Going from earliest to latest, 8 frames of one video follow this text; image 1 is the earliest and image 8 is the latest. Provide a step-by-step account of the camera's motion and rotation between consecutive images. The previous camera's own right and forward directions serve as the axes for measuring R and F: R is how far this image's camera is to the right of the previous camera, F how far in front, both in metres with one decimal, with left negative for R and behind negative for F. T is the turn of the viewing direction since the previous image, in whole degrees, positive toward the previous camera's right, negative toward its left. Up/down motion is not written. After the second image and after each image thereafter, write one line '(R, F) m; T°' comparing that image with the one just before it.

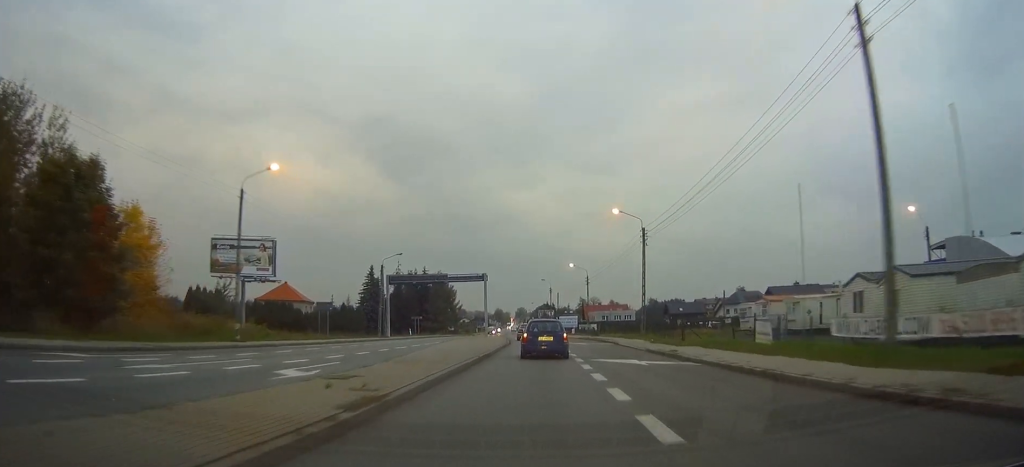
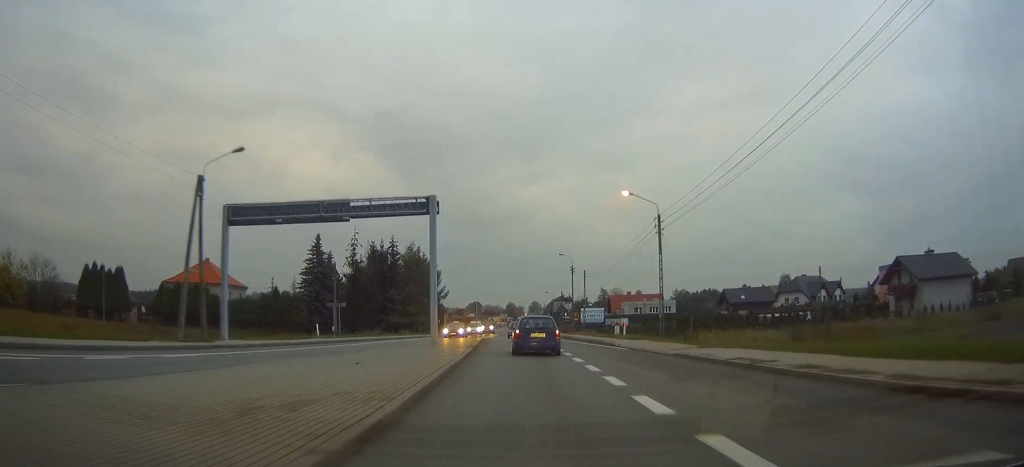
(-0.2, +42.0) m; -1°
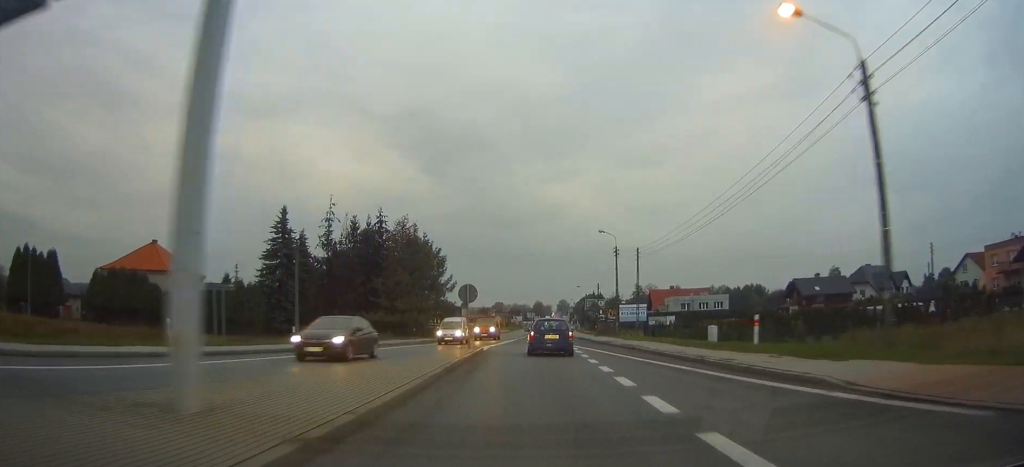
(-0.5, +24.5) m; -2°
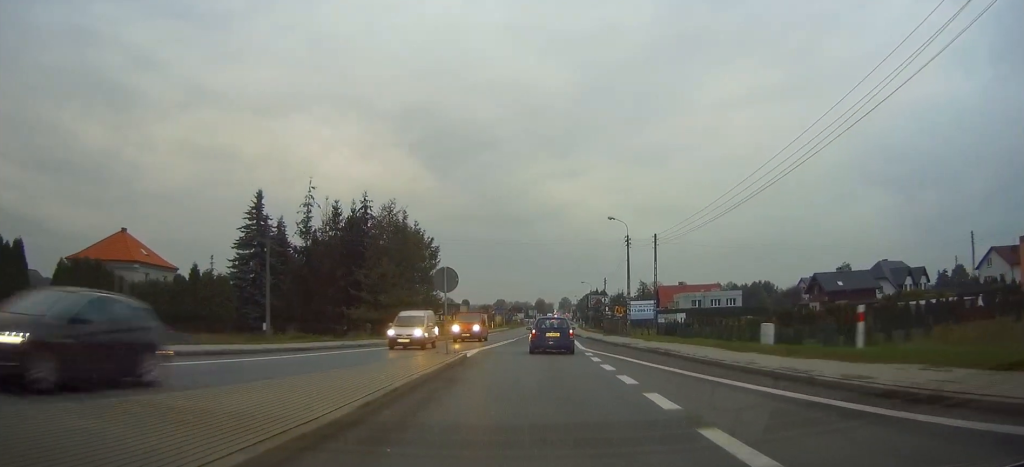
(-0.1, +7.9) m; 0°
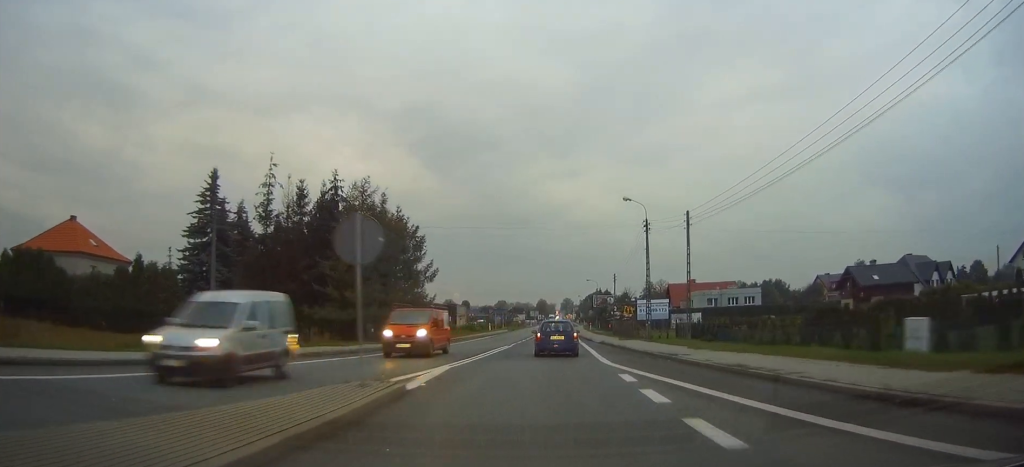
(0.0, +10.9) m; 0°
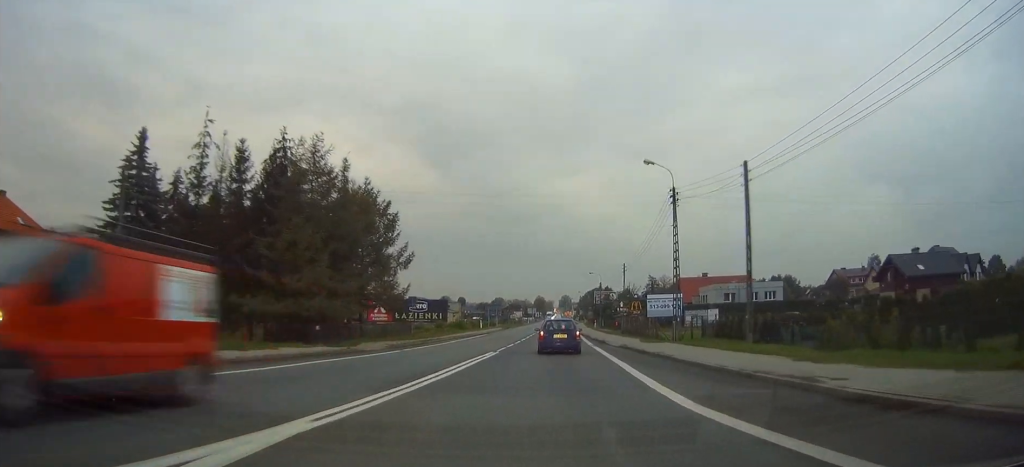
(0.0, +12.2) m; 0°
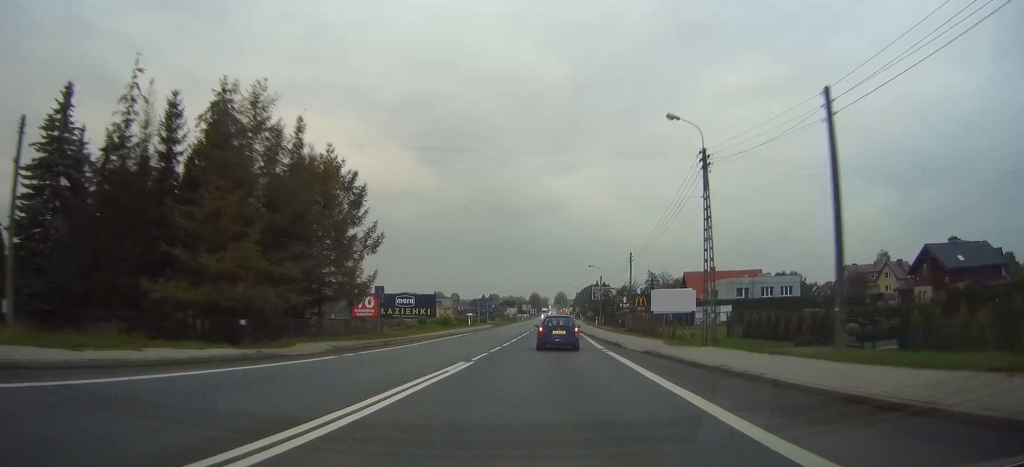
(0.0, +9.4) m; 0°
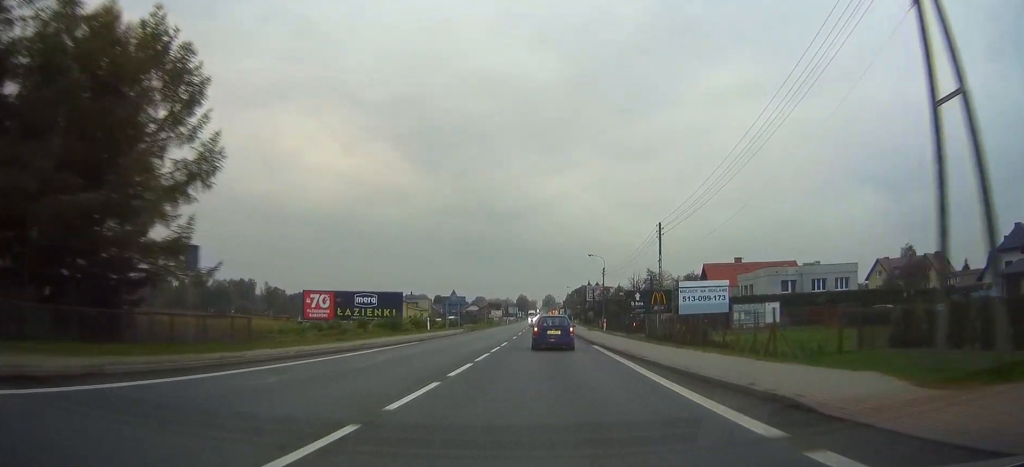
(+0.2, +22.8) m; +1°
